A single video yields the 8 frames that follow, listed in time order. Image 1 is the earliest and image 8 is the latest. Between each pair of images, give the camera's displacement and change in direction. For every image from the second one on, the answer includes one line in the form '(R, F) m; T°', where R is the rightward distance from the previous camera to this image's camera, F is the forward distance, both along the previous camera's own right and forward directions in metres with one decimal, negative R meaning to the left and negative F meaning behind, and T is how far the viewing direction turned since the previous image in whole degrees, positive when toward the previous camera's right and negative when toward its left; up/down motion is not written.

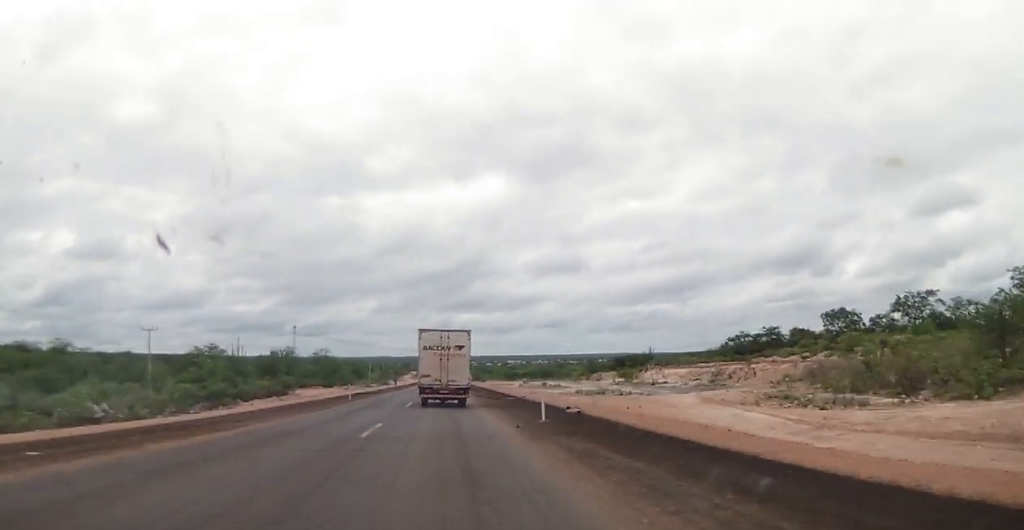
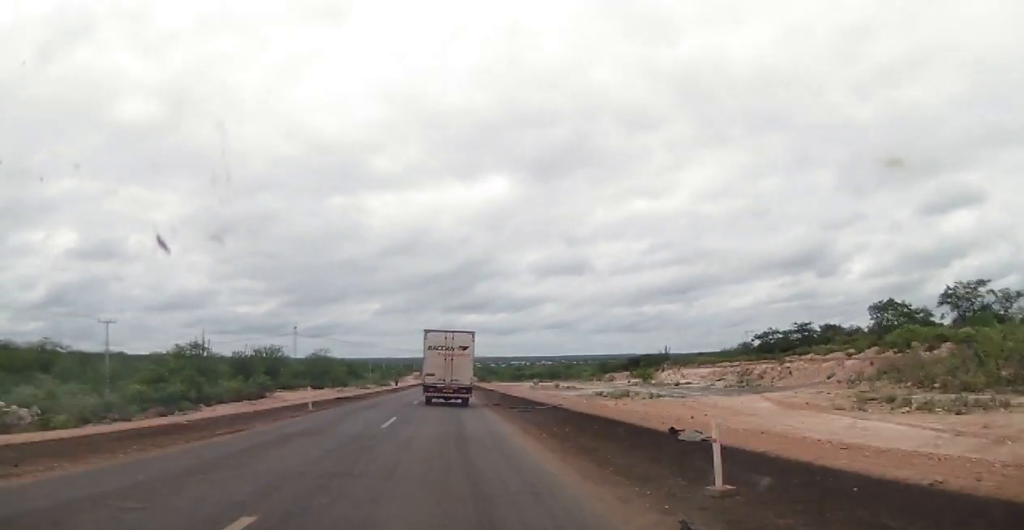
(+0.2, +12.4) m; +1°
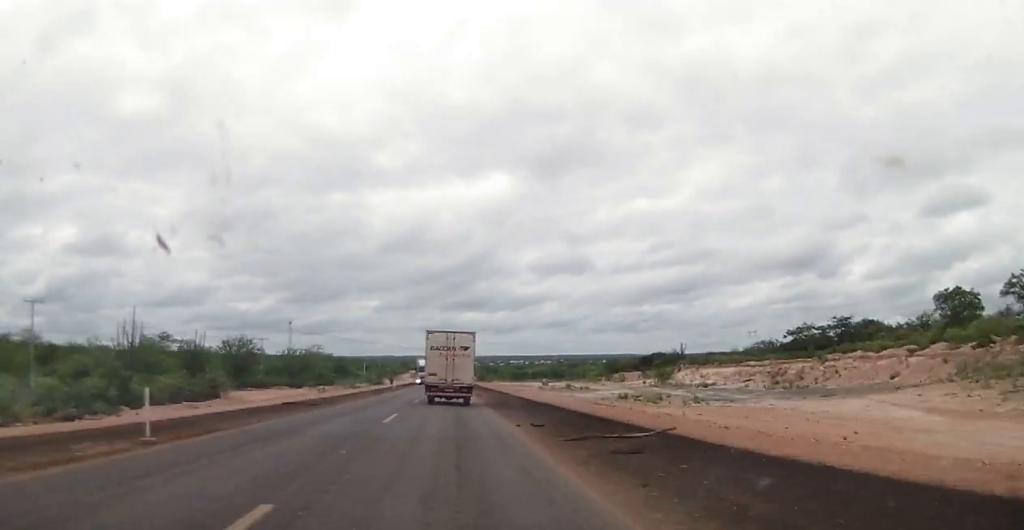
(+0.1, +15.3) m; 0°
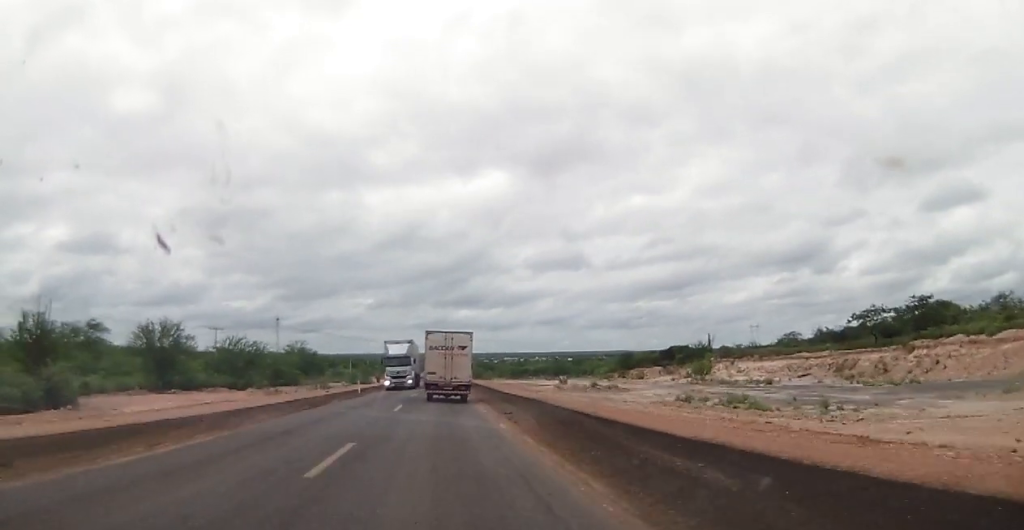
(-0.1, +25.2) m; 0°
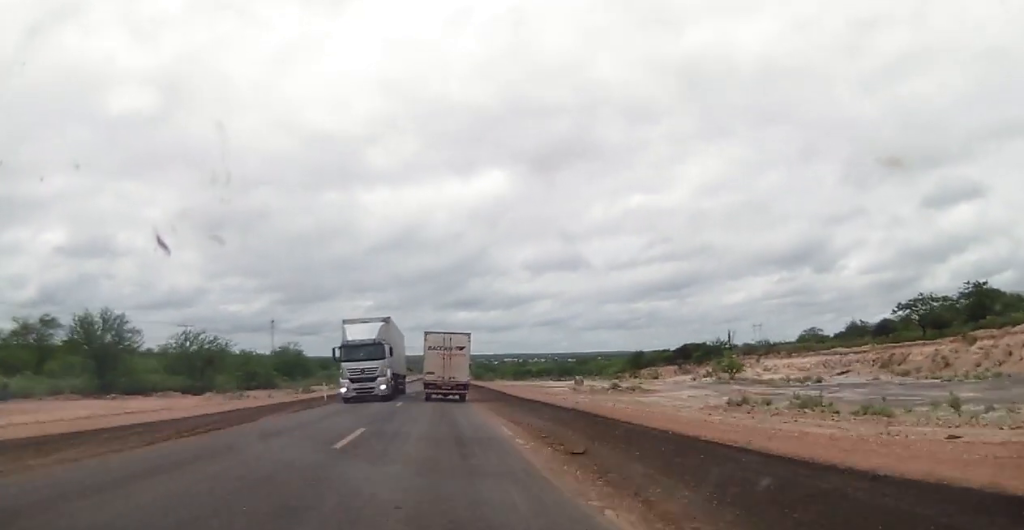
(0.0, +13.4) m; 0°
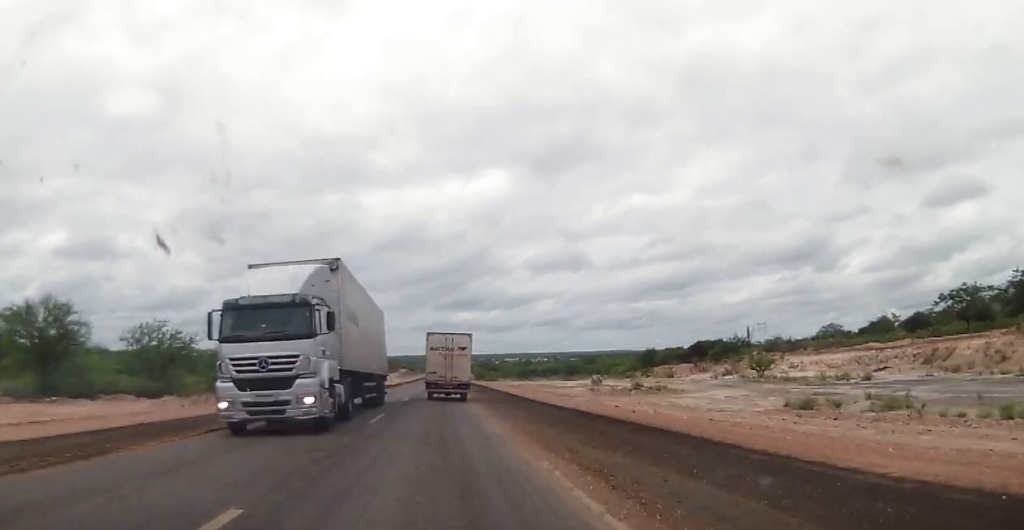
(0.0, +10.0) m; 0°
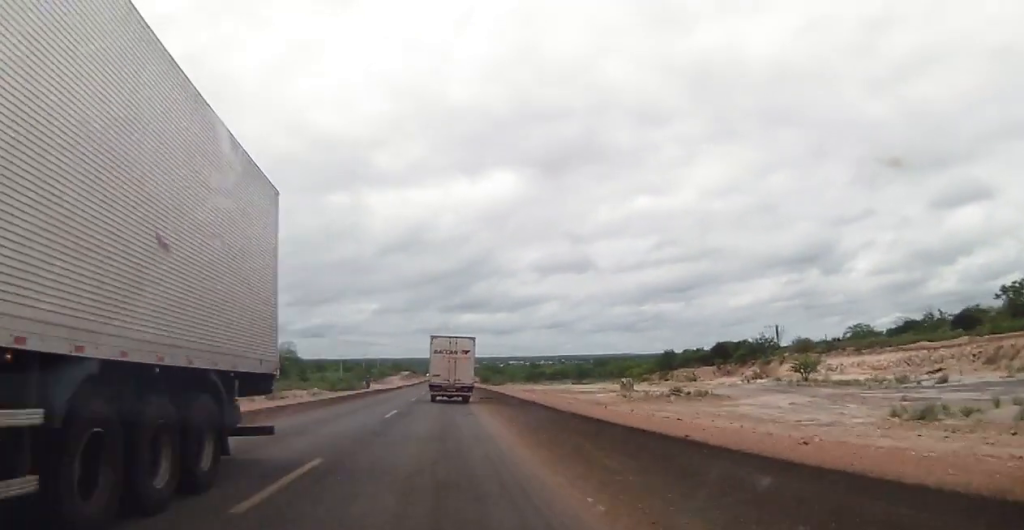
(0.0, +12.6) m; 0°
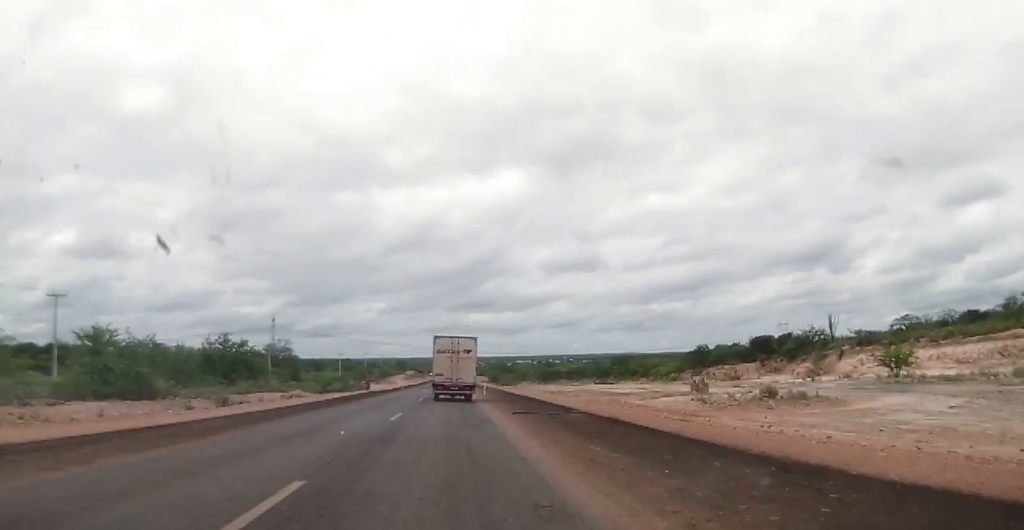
(-0.1, +20.0) m; -1°
